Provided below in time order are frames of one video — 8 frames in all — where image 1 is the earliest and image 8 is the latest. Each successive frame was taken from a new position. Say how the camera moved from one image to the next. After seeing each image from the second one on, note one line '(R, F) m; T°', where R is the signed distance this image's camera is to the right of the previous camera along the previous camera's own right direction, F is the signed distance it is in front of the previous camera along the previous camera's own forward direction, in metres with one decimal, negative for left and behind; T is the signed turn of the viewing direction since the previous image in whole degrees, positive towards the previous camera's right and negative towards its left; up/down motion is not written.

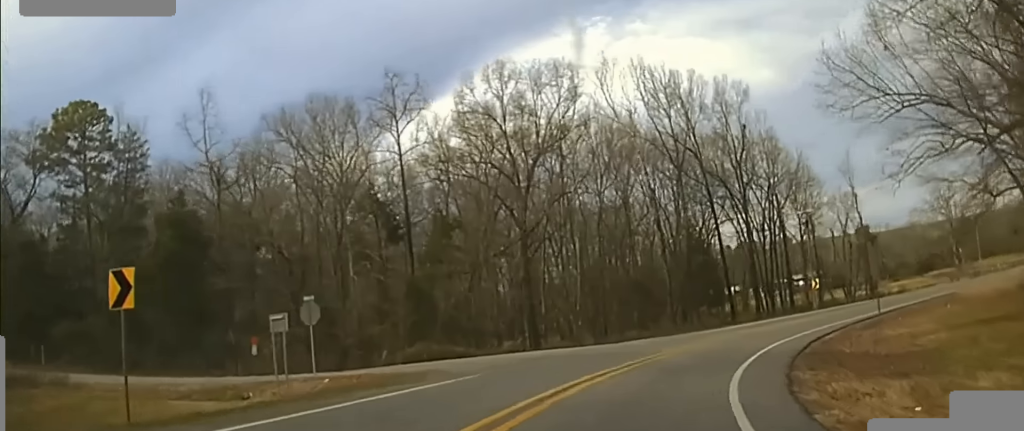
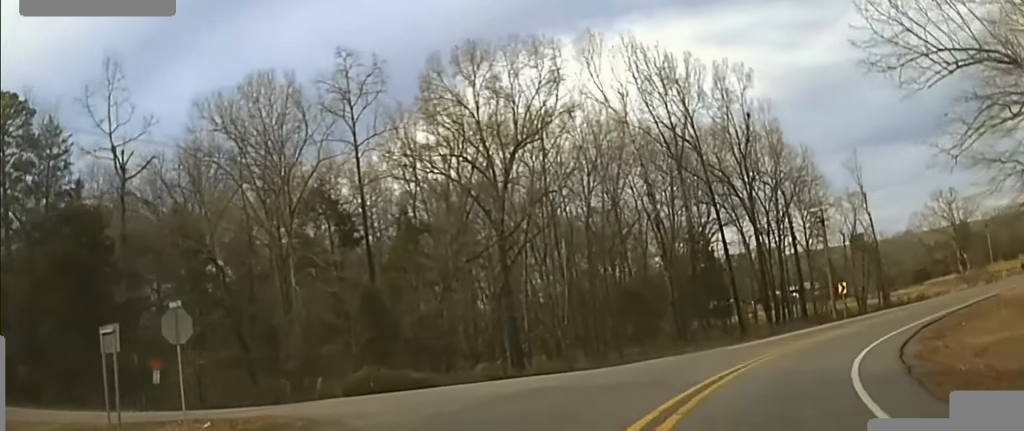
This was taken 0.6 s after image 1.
(+0.3, +7.4) m; -1°
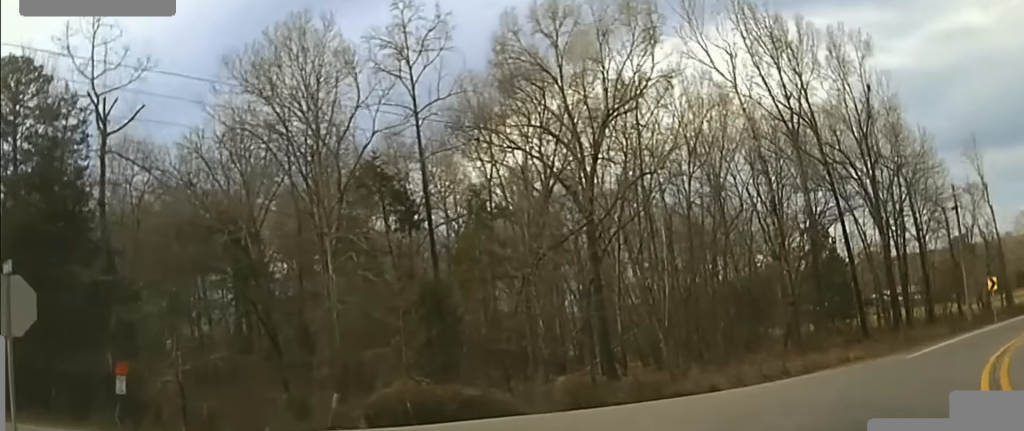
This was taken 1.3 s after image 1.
(0.0, +8.7) m; -8°
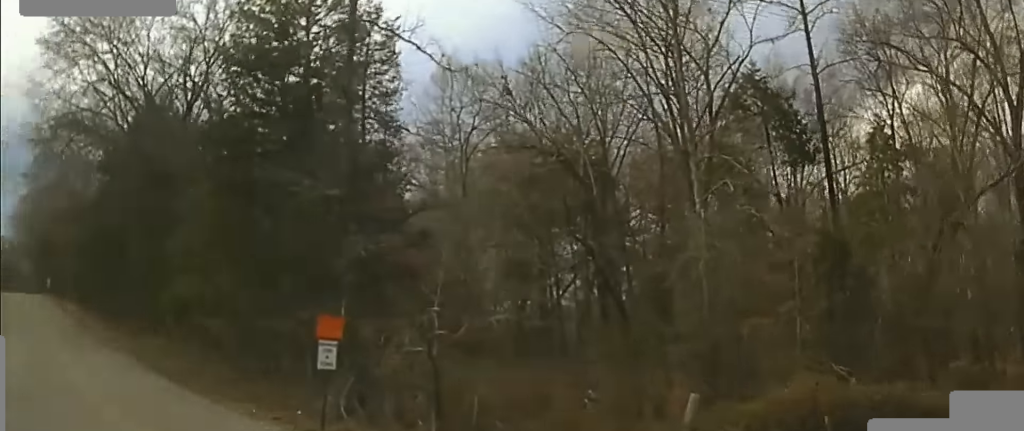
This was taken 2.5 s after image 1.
(-3.5, +12.7) m; -35°
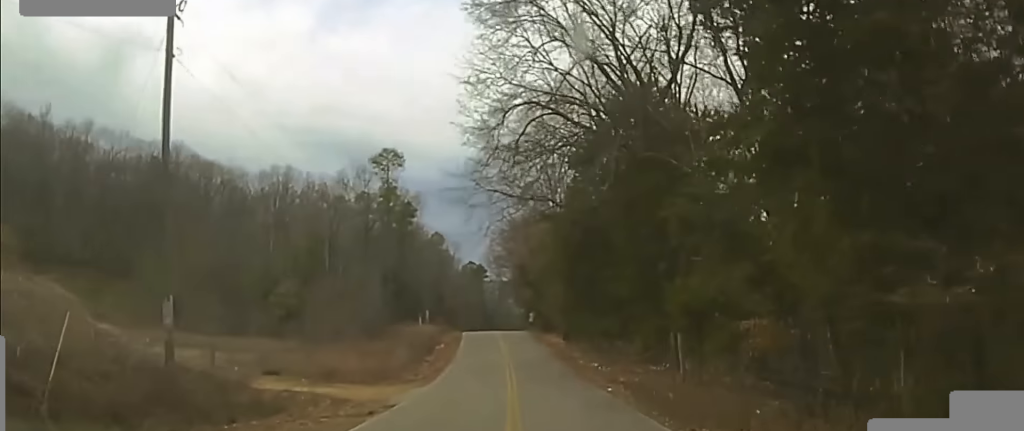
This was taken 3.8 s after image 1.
(-4.6, +15.8) m; -19°
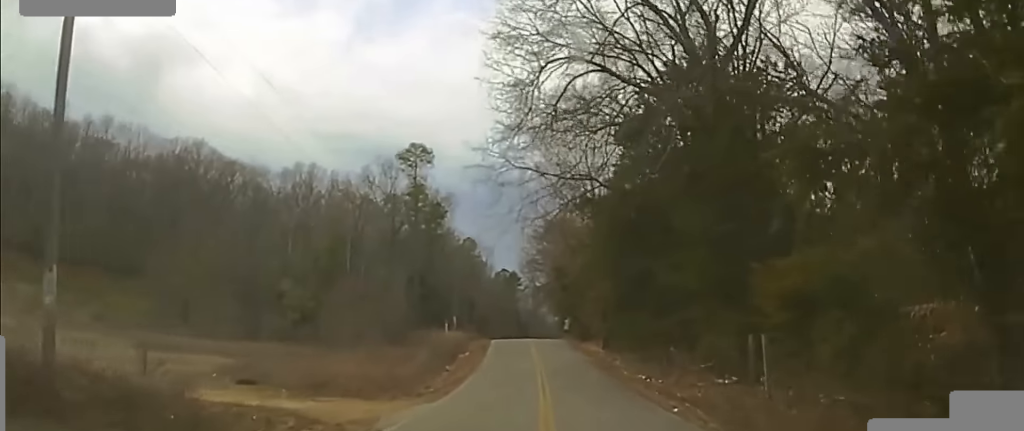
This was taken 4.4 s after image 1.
(-0.1, +8.7) m; -1°
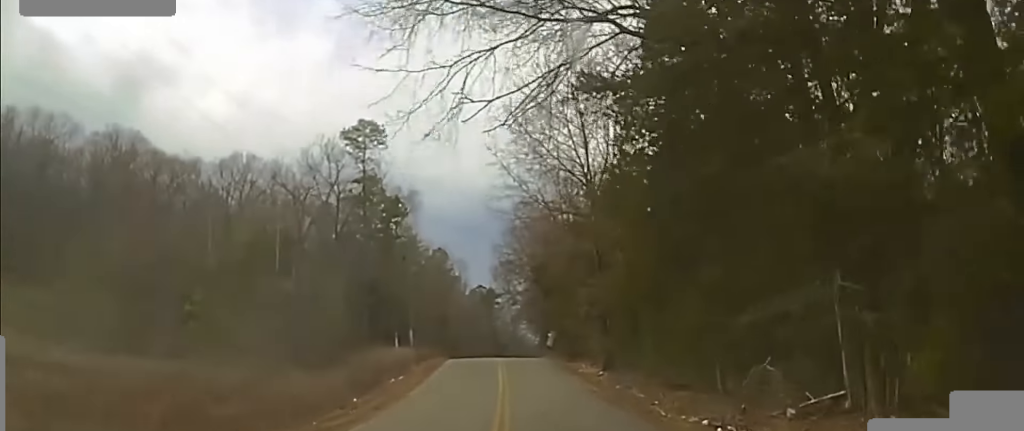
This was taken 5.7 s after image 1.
(0.0, +22.8) m; -1°
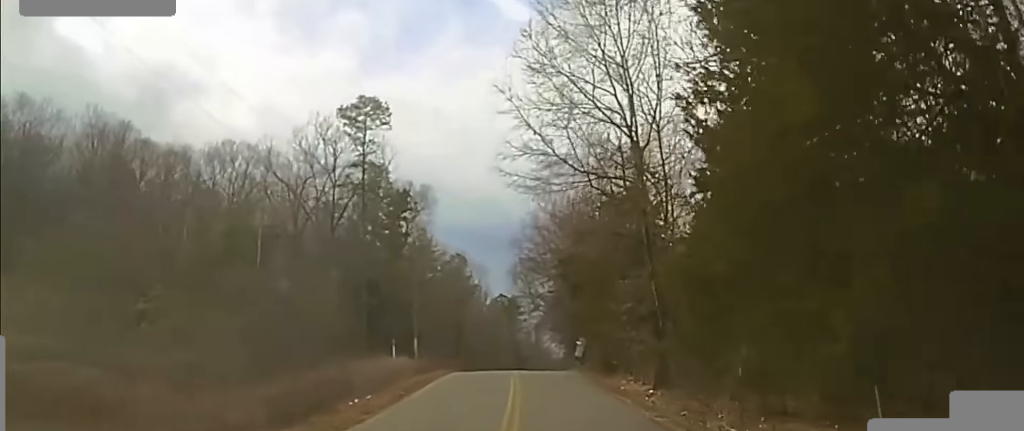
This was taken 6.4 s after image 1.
(-0.1, +12.2) m; -1°
